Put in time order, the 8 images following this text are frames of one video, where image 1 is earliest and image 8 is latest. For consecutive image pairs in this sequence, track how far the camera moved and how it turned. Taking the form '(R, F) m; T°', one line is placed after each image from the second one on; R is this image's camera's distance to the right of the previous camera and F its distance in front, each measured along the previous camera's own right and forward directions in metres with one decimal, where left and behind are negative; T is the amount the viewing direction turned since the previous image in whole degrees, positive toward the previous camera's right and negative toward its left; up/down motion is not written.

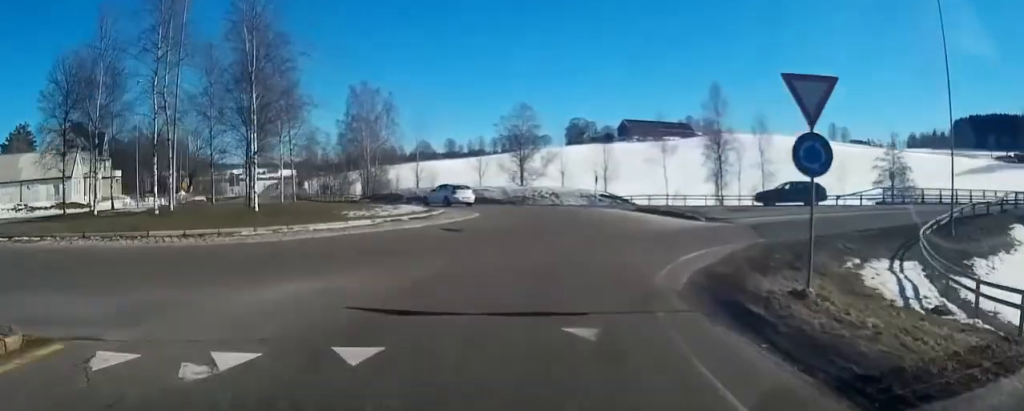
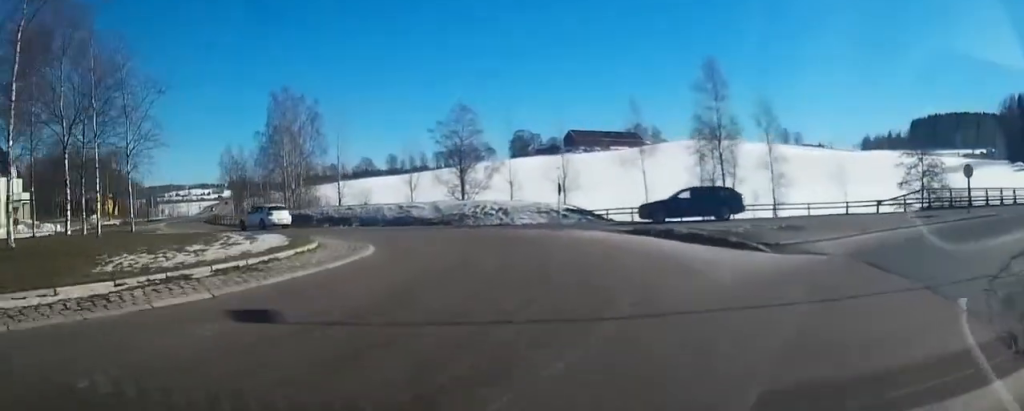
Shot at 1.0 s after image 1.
(+1.0, +10.7) m; +3°
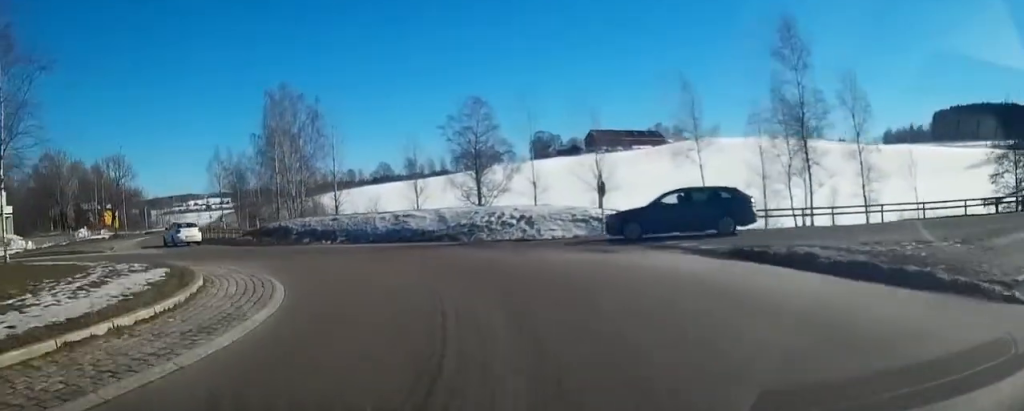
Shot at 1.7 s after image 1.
(-0.2, +8.0) m; -3°
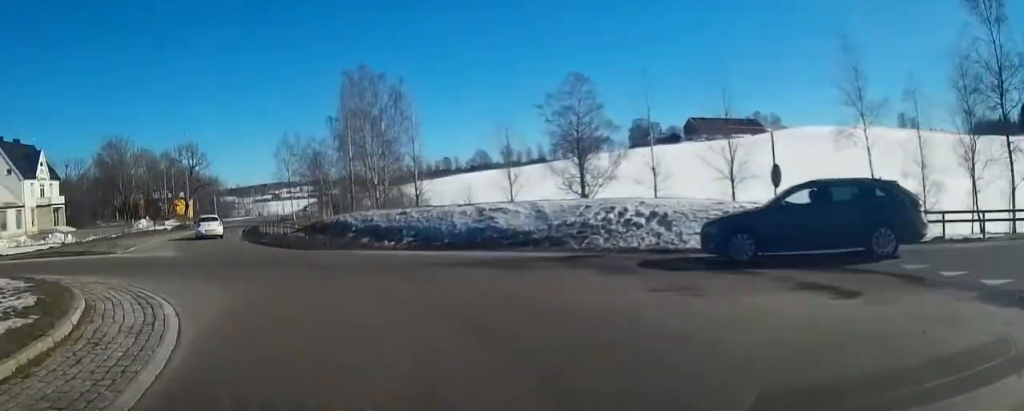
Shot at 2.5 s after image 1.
(-0.2, +7.2) m; -11°
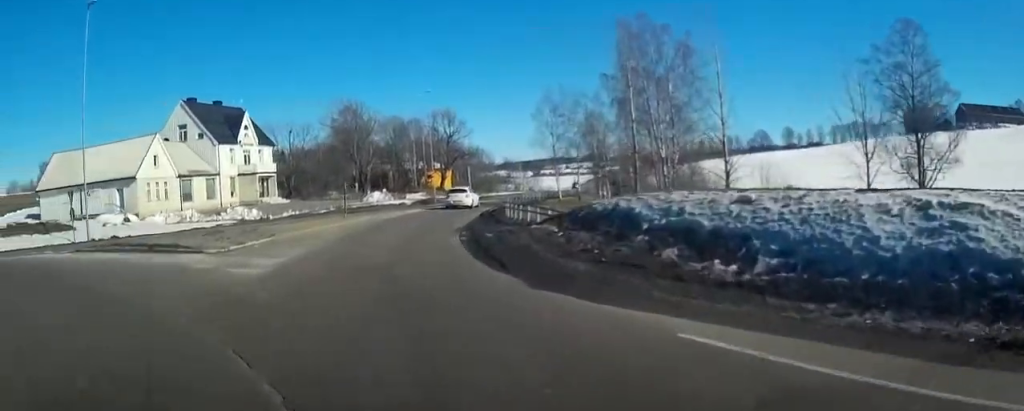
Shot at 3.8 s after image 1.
(-2.7, +12.0) m; -24°
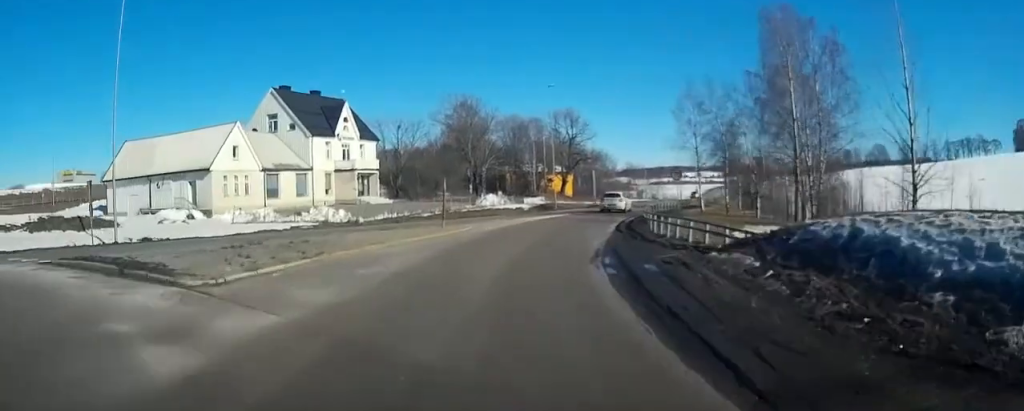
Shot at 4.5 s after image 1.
(-0.6, +6.6) m; -5°
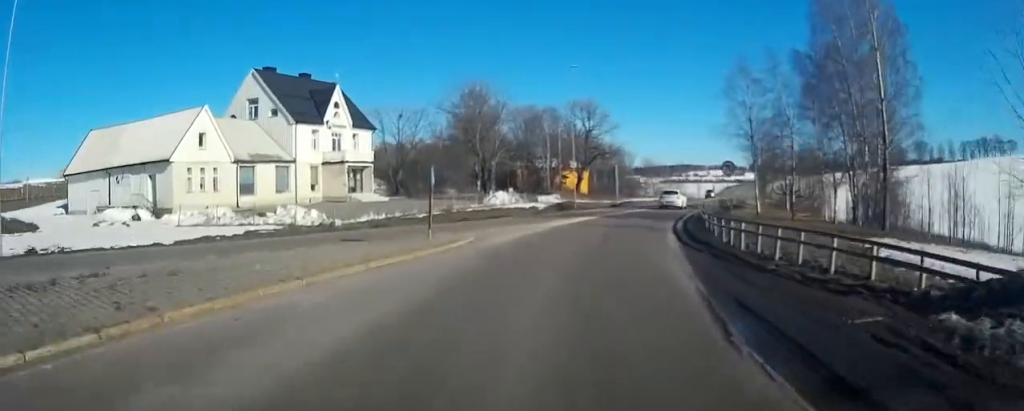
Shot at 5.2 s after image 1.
(-0.3, +7.4) m; -1°
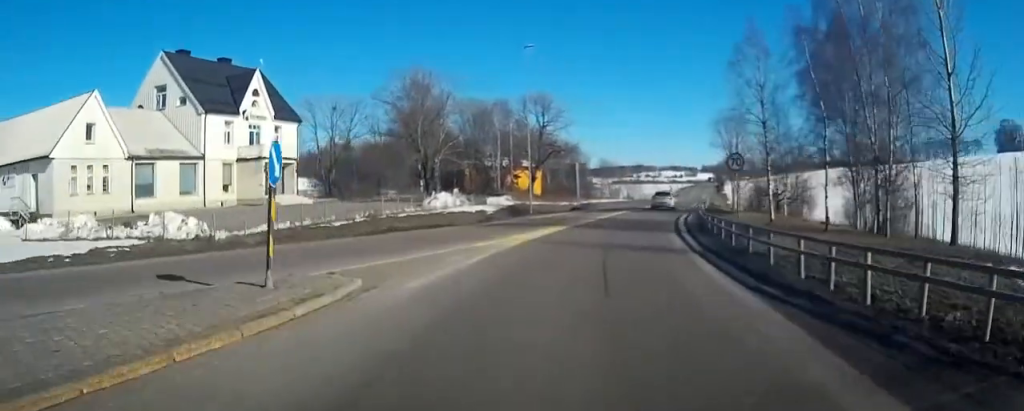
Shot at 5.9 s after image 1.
(-0.1, +7.5) m; +2°
